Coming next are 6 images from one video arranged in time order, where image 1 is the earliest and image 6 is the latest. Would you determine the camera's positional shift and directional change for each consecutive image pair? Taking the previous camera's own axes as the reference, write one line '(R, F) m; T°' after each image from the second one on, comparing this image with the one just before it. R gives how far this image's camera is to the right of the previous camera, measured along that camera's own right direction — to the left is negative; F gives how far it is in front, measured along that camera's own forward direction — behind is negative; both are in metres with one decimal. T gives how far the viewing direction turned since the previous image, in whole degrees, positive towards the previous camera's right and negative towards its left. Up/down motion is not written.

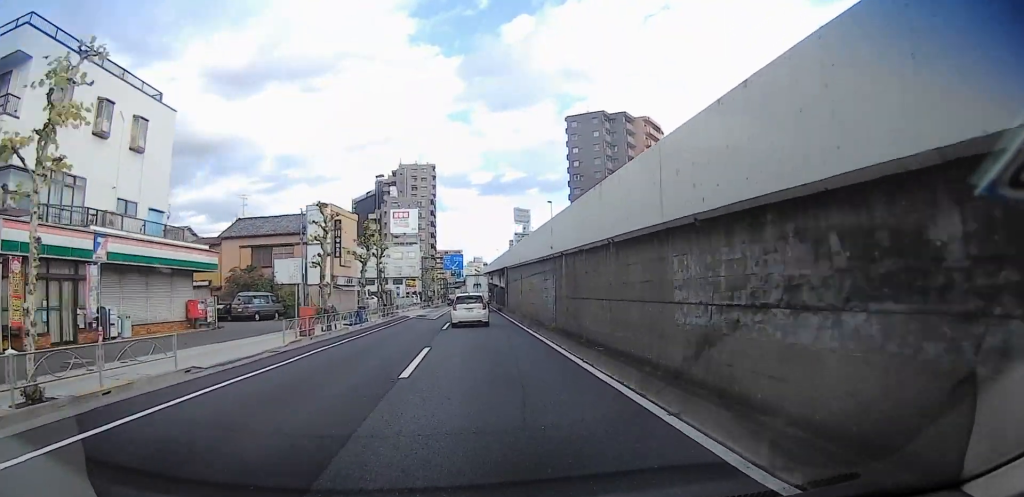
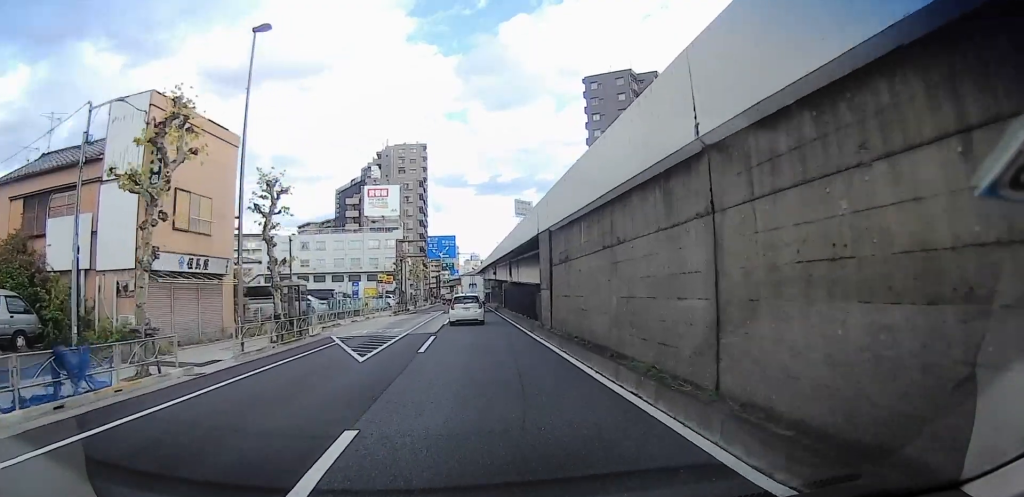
(-0.3, +24.7) m; -1°
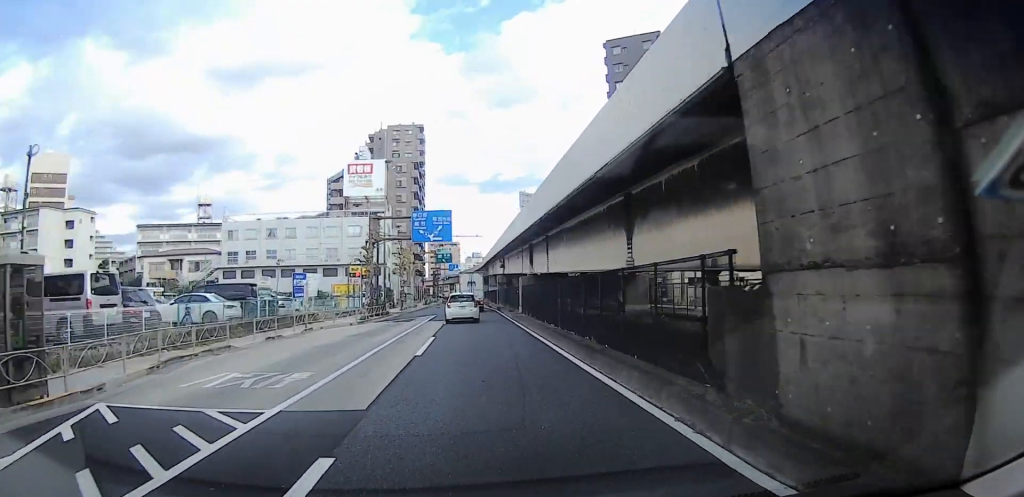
(-0.1, +15.0) m; 0°
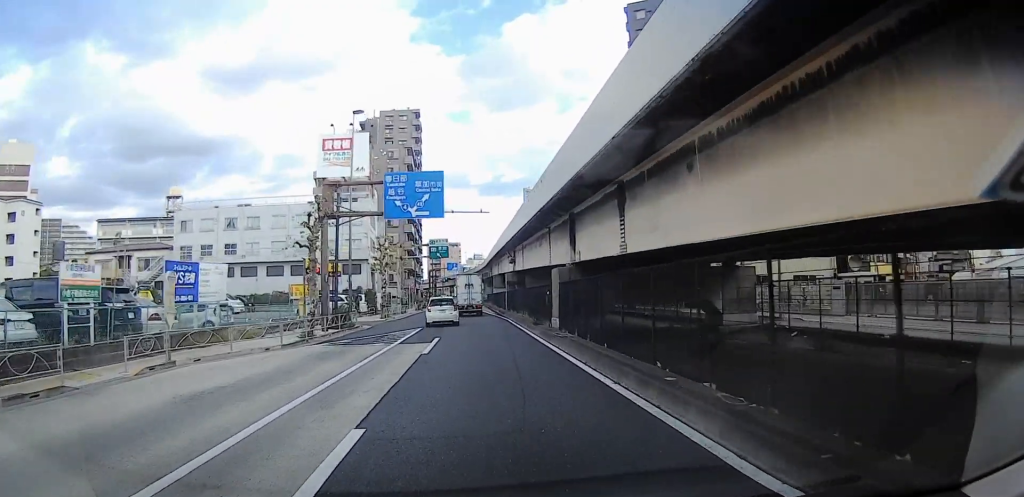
(+0.1, +12.6) m; 0°
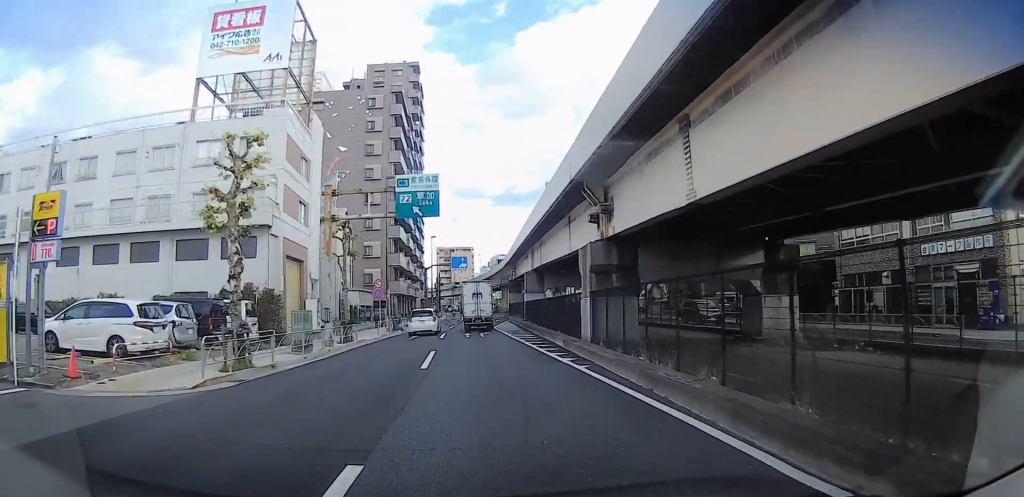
(-0.2, +31.0) m; -1°
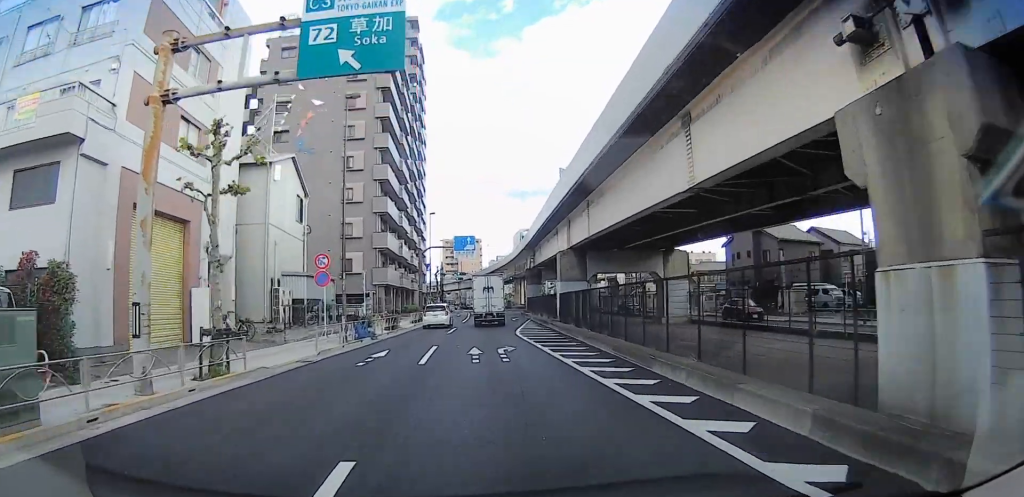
(-0.1, +16.5) m; 0°
